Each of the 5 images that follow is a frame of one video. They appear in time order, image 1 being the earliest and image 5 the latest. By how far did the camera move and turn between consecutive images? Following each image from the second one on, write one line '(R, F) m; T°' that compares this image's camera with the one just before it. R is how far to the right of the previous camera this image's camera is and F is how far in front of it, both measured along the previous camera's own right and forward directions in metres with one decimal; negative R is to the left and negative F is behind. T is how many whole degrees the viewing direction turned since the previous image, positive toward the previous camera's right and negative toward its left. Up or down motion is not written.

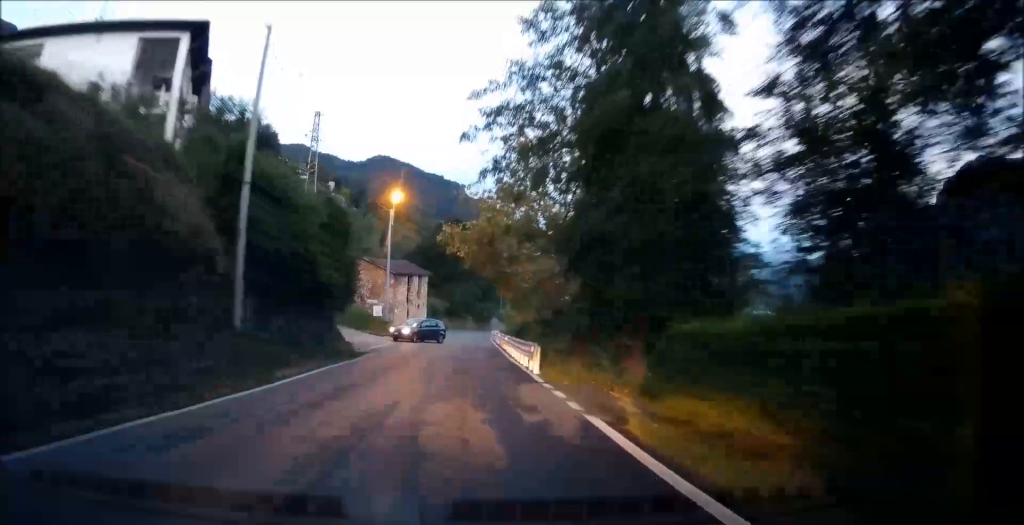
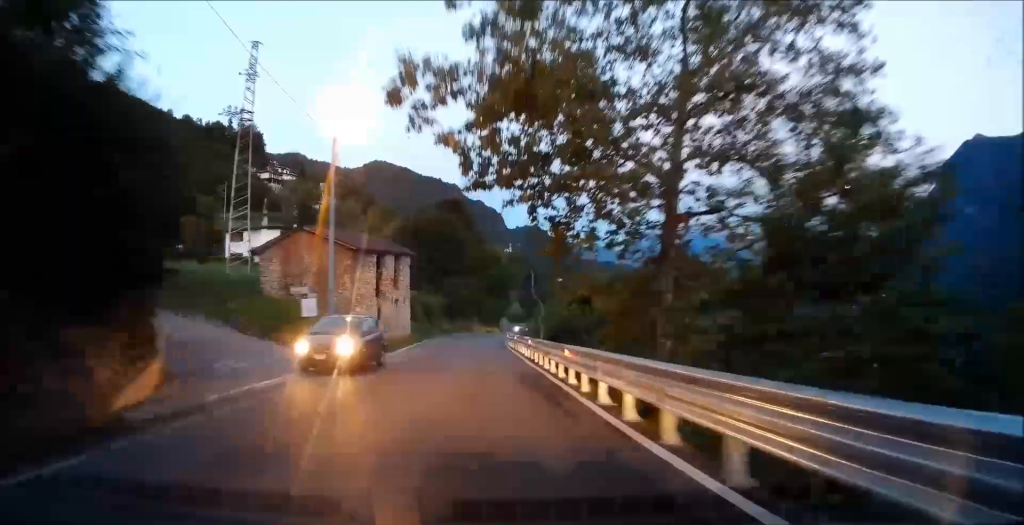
(-0.8, +20.9) m; -1°
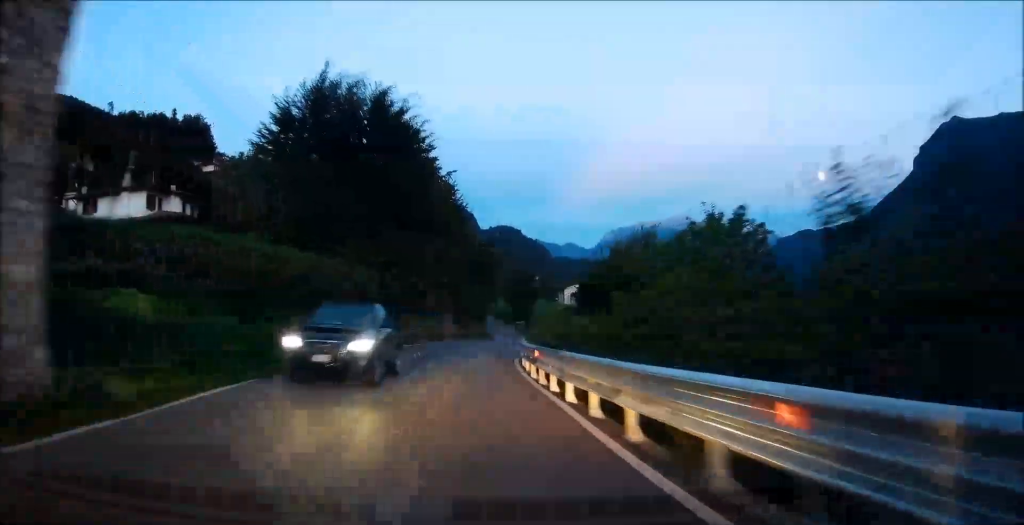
(+0.5, +35.5) m; 0°
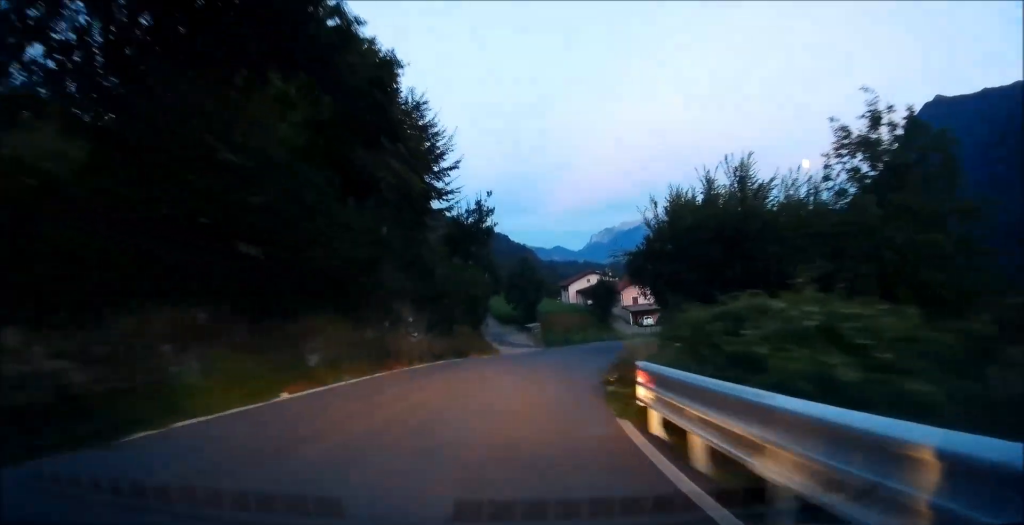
(+0.3, +19.6) m; +6°
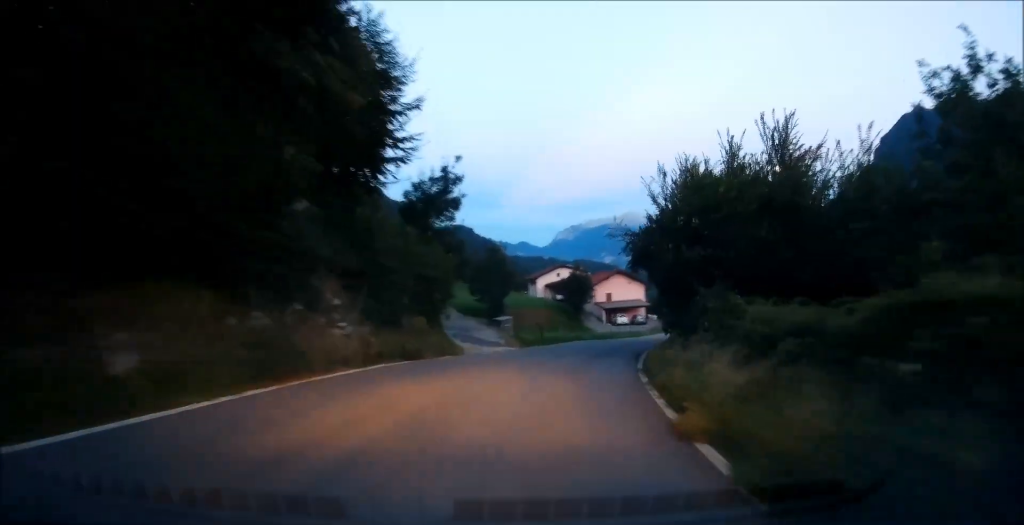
(+0.1, +7.3) m; +3°
